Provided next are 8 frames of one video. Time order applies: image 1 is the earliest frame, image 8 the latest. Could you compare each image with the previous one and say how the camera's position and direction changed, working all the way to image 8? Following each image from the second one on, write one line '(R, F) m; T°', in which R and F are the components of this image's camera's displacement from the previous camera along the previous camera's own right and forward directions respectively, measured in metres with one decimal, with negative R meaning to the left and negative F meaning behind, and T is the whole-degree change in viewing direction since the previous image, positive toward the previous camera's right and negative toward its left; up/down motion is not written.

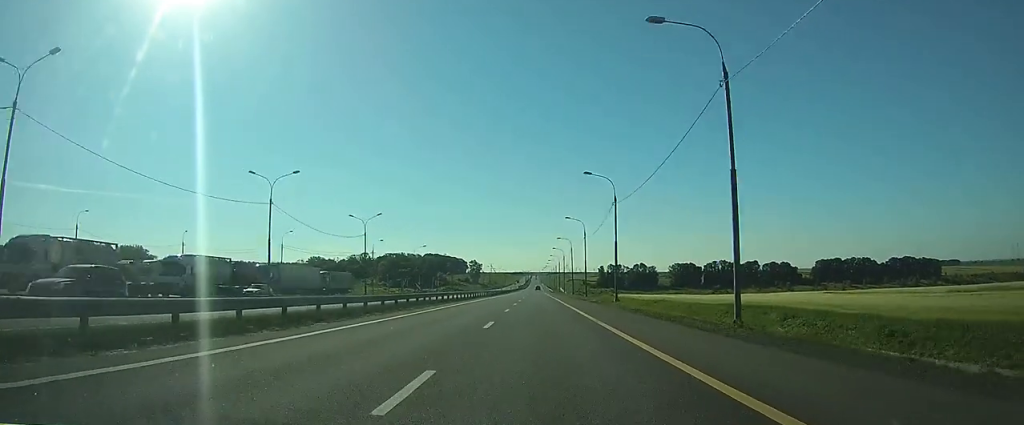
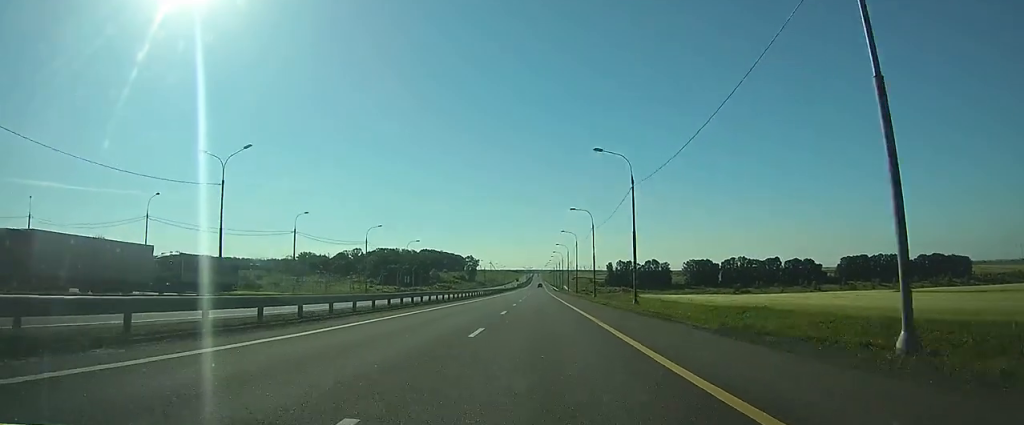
(0.0, +38.8) m; 0°
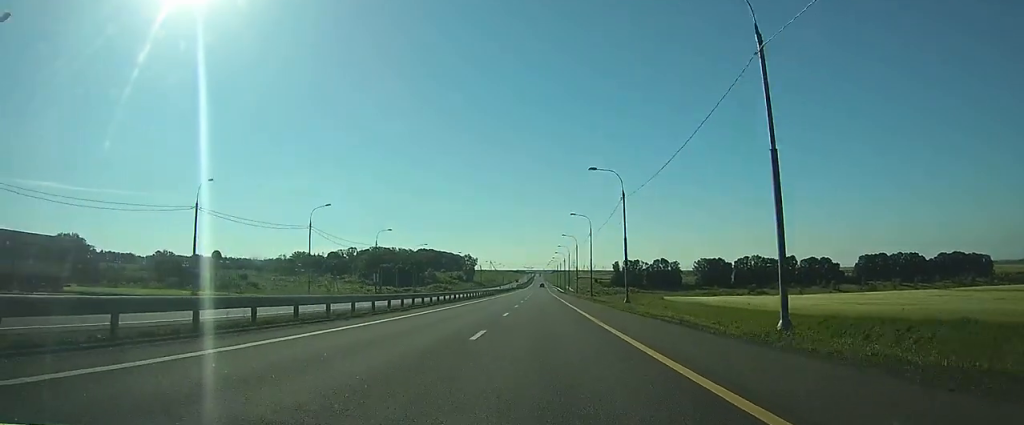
(0.0, +24.2) m; 0°
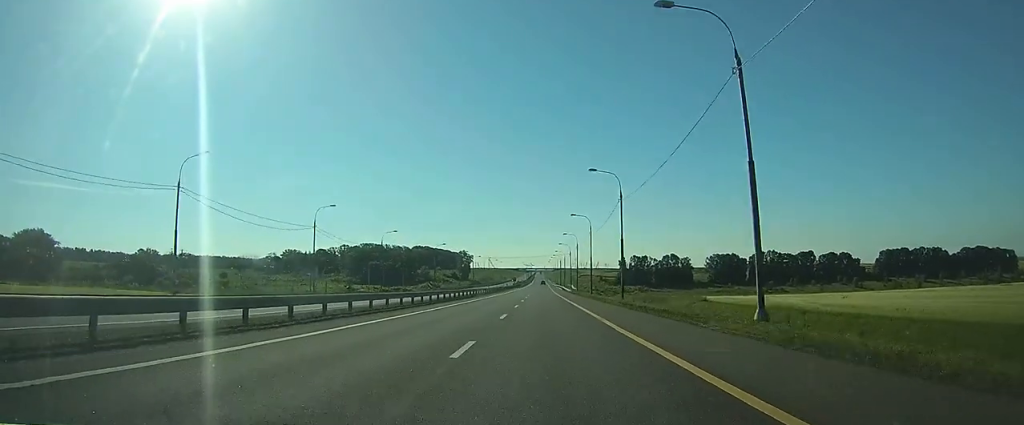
(0.0, +27.5) m; 0°
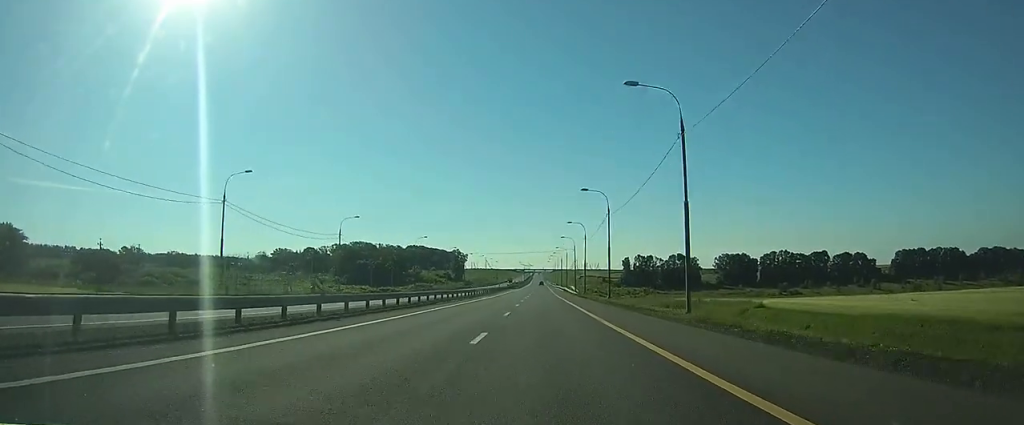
(0.0, +21.2) m; 0°
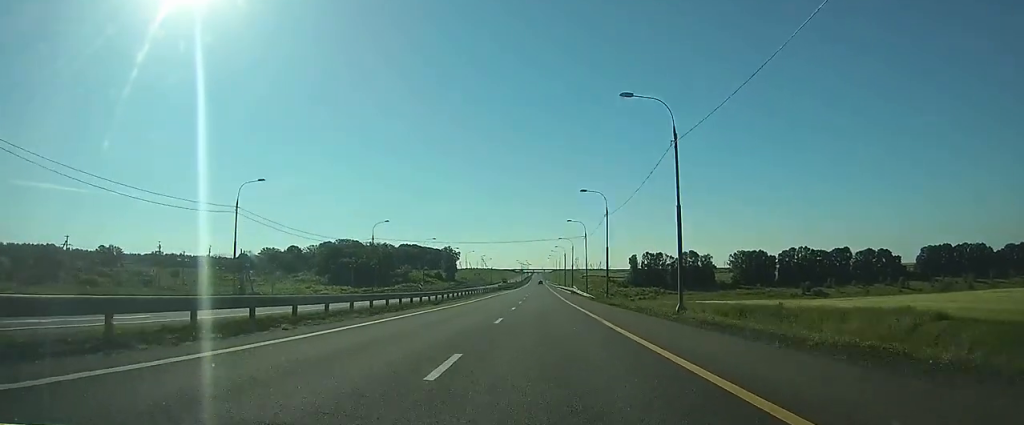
(0.0, +28.7) m; 0°
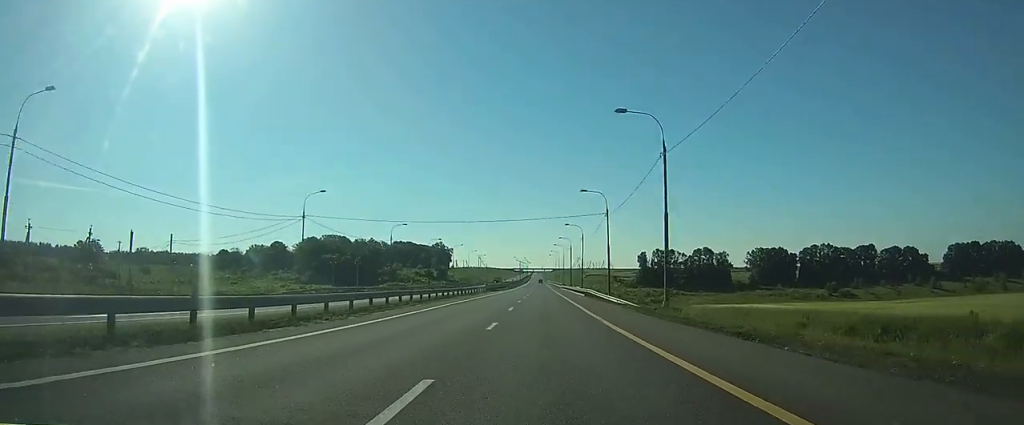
(0.0, +26.6) m; 0°
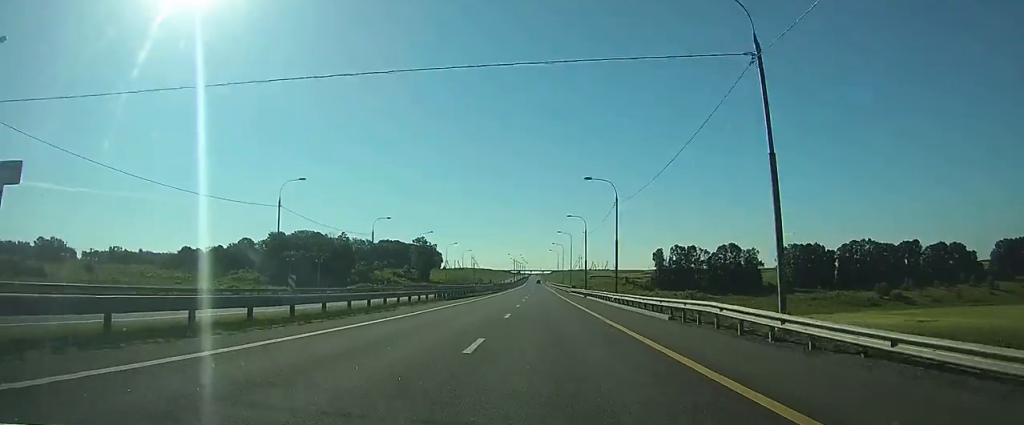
(0.0, +41.5) m; 0°
